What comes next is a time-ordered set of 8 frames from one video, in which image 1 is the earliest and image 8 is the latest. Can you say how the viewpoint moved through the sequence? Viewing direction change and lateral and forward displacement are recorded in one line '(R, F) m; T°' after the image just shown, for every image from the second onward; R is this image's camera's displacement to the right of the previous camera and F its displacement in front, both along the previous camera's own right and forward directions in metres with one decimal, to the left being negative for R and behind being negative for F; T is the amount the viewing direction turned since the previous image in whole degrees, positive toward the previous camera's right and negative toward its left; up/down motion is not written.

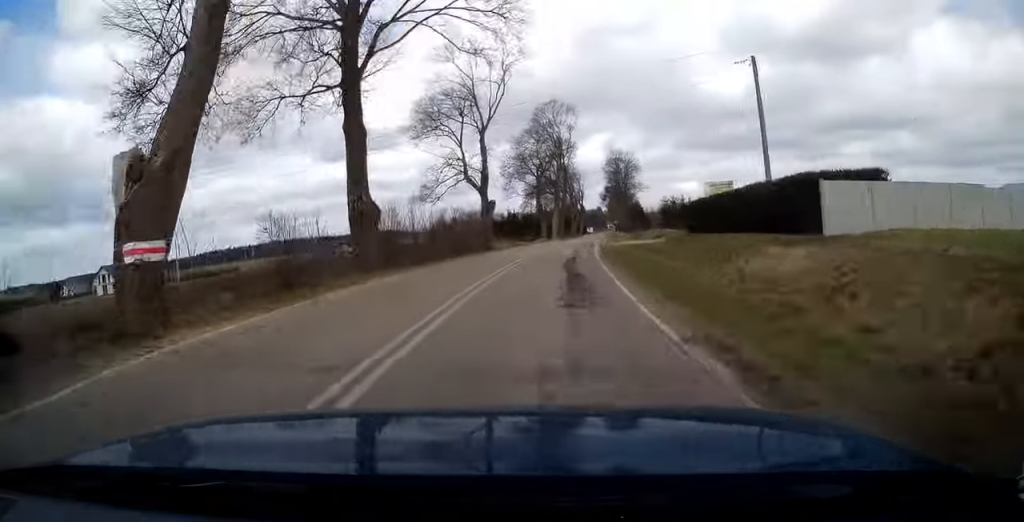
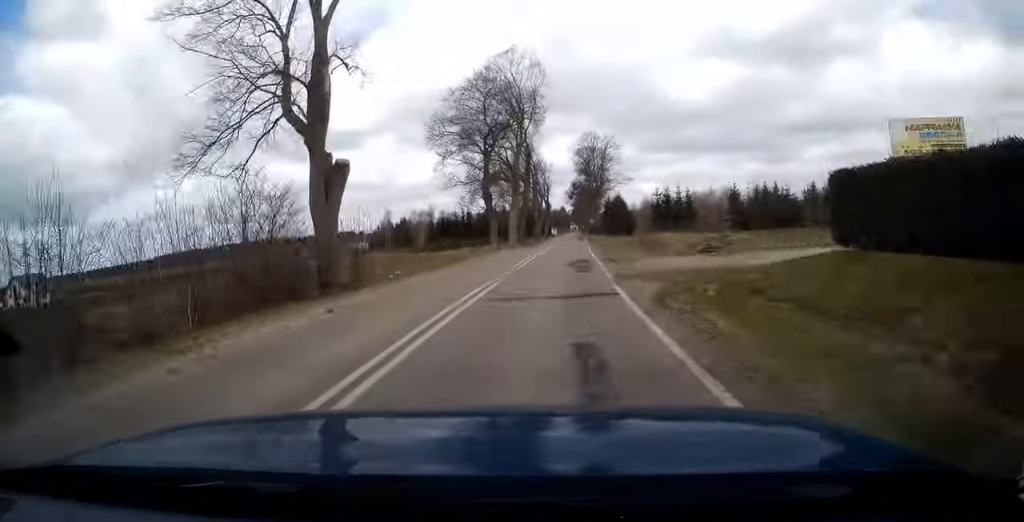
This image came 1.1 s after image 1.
(+0.3, +24.1) m; +3°
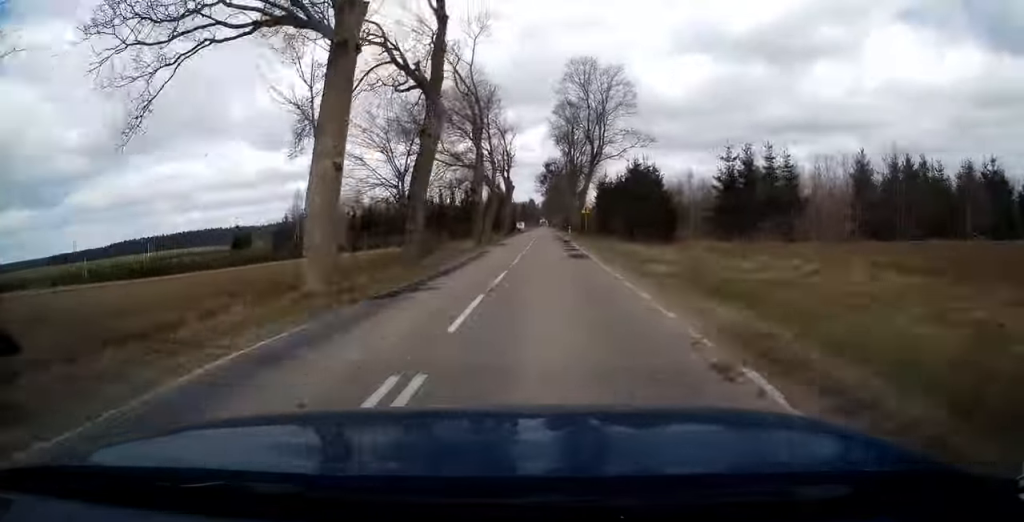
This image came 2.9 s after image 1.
(+1.8, +43.3) m; +2°
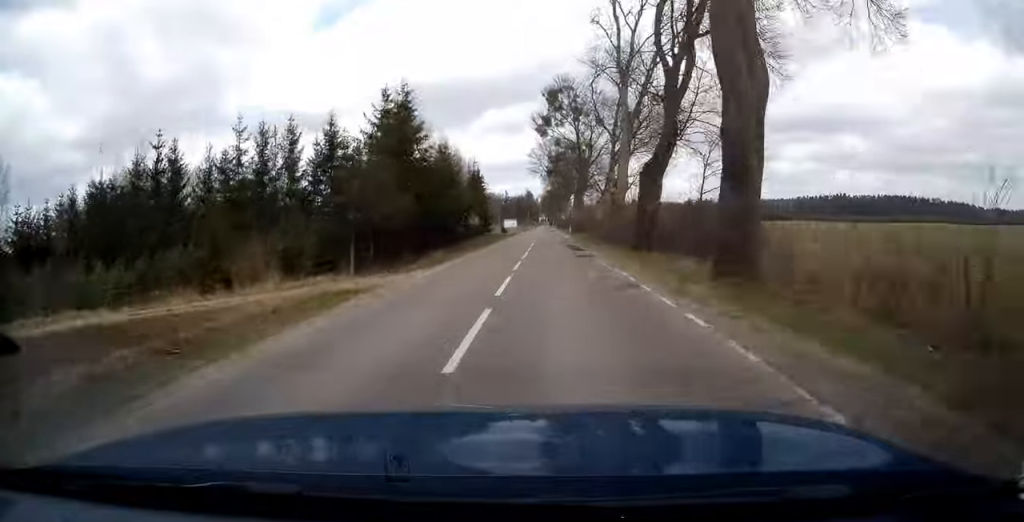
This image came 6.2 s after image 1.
(+0.9, +80.8) m; +1°
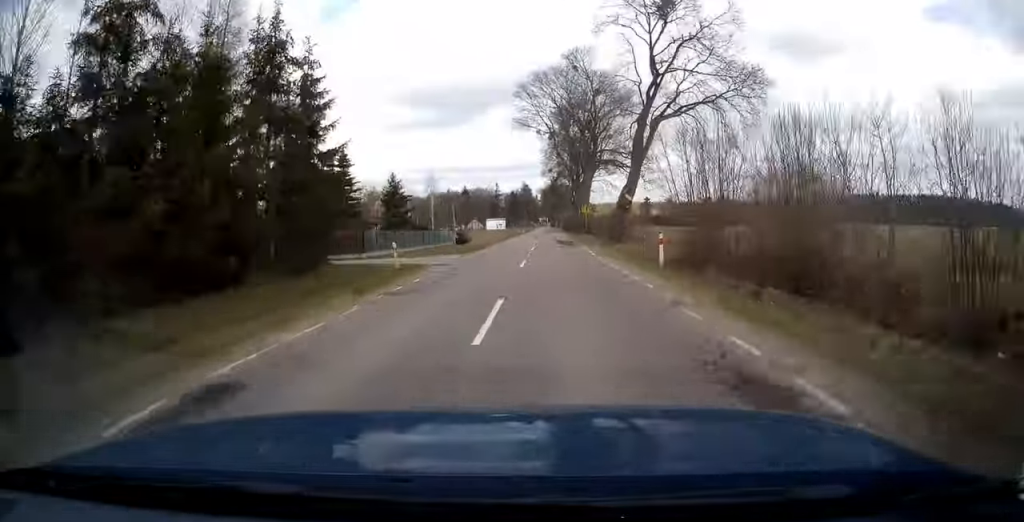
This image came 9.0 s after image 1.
(+0.1, +71.3) m; 0°
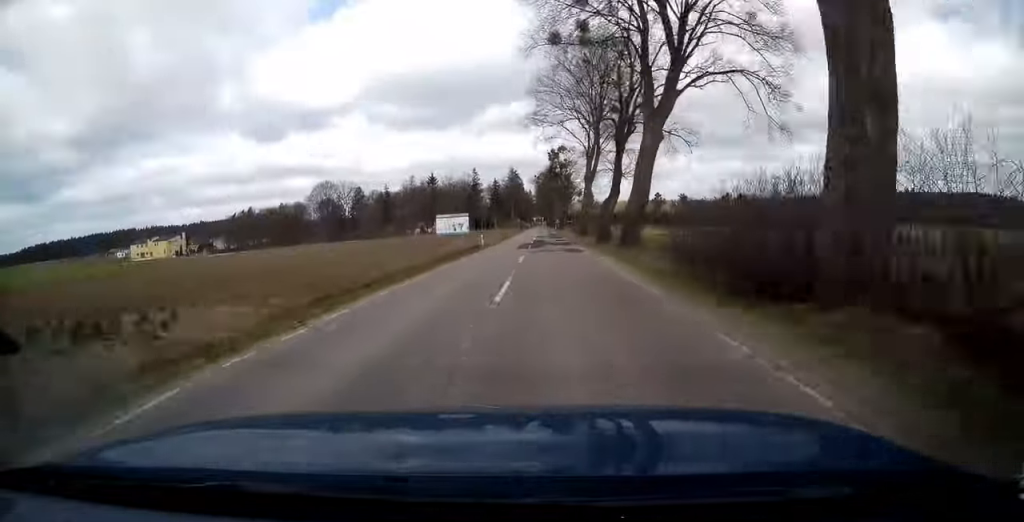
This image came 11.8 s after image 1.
(+0.1, +71.2) m; 0°
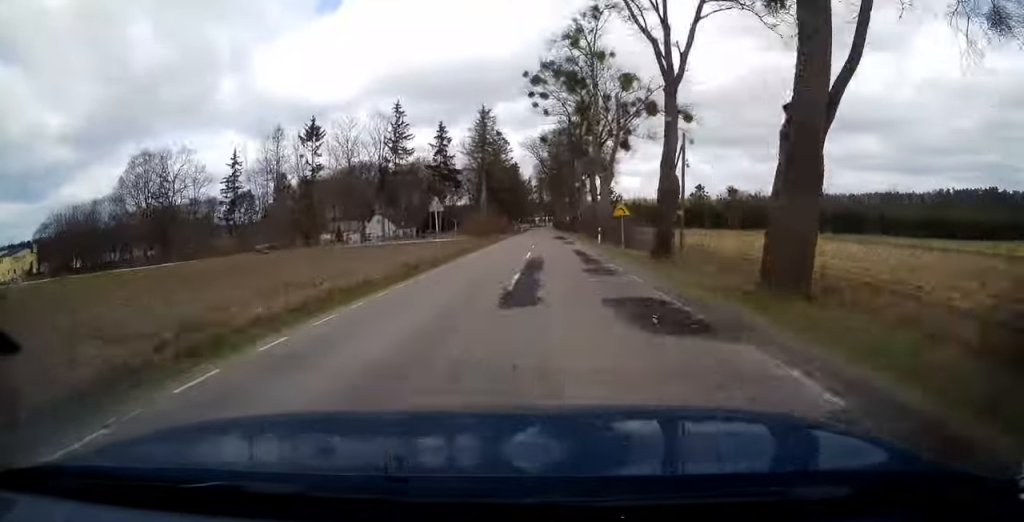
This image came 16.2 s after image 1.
(0.0, +109.2) m; 0°
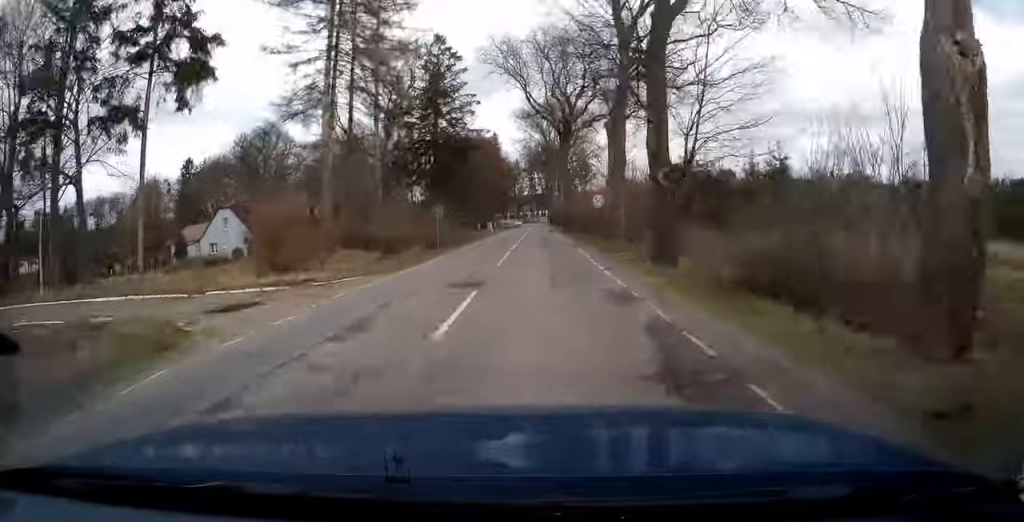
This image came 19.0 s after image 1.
(+0.2, +63.1) m; 0°
